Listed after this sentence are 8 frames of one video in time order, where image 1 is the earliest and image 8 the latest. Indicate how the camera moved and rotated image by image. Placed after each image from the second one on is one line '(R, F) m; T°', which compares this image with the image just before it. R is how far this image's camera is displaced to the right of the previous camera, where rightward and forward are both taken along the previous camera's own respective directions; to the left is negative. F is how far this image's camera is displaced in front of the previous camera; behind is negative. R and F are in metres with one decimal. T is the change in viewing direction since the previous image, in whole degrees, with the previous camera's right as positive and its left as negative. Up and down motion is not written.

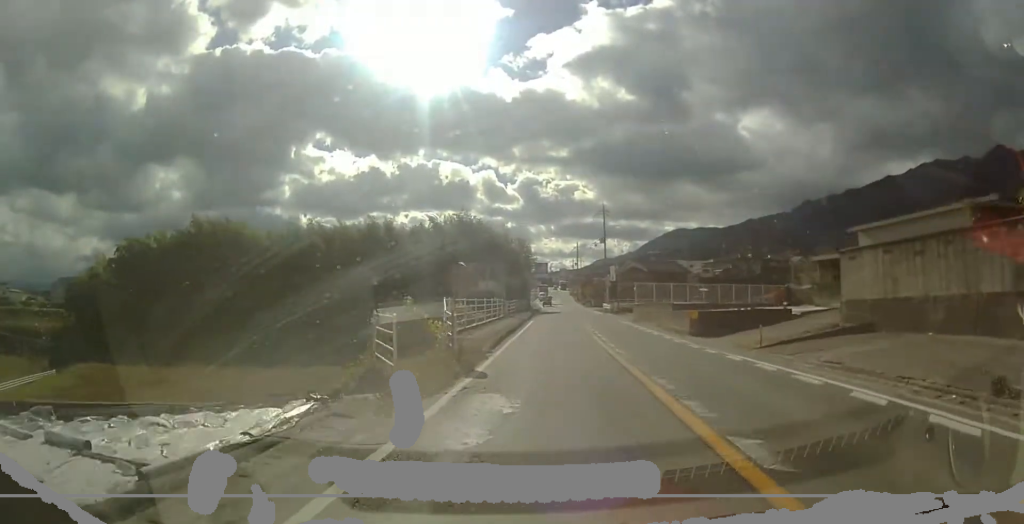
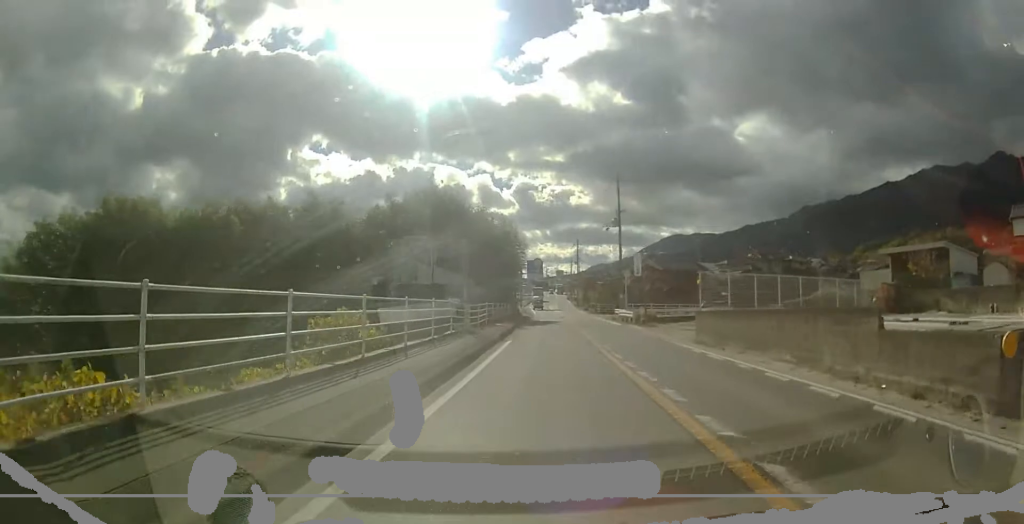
(0.0, +17.9) m; +1°
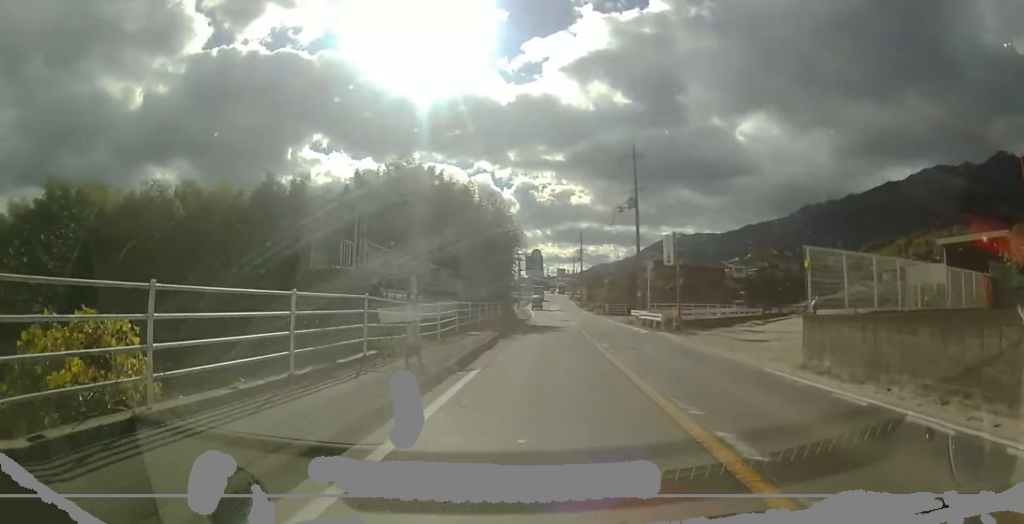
(+0.1, +9.0) m; +1°
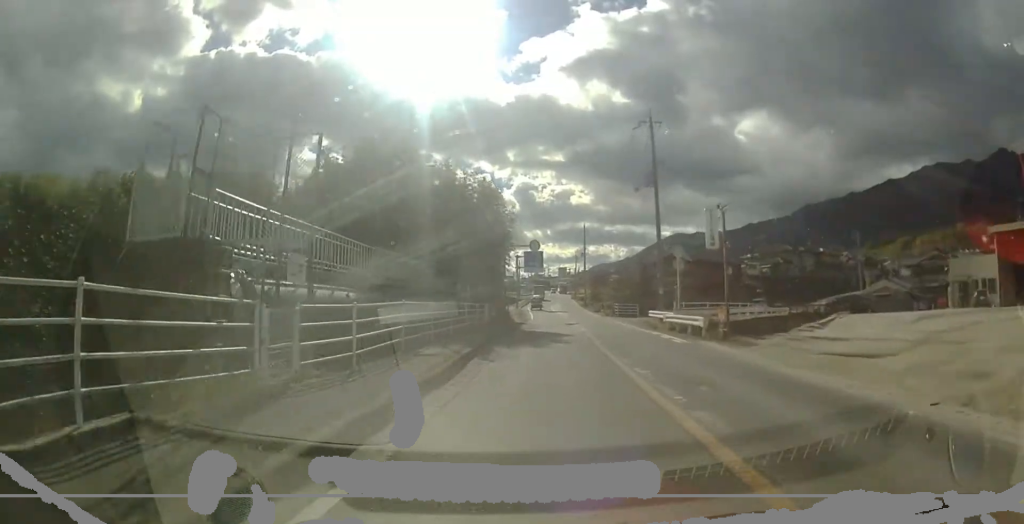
(0.0, +6.8) m; +1°
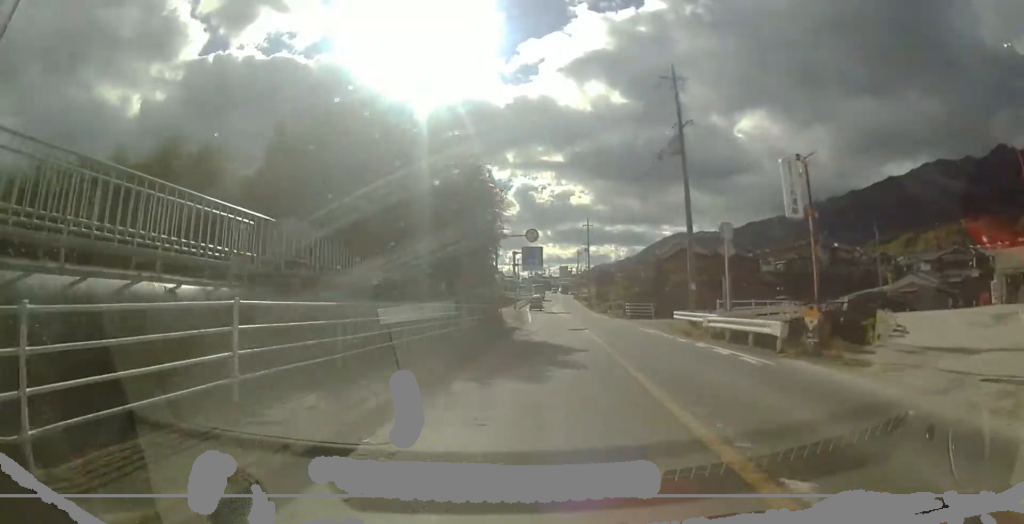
(-0.1, +6.6) m; +1°
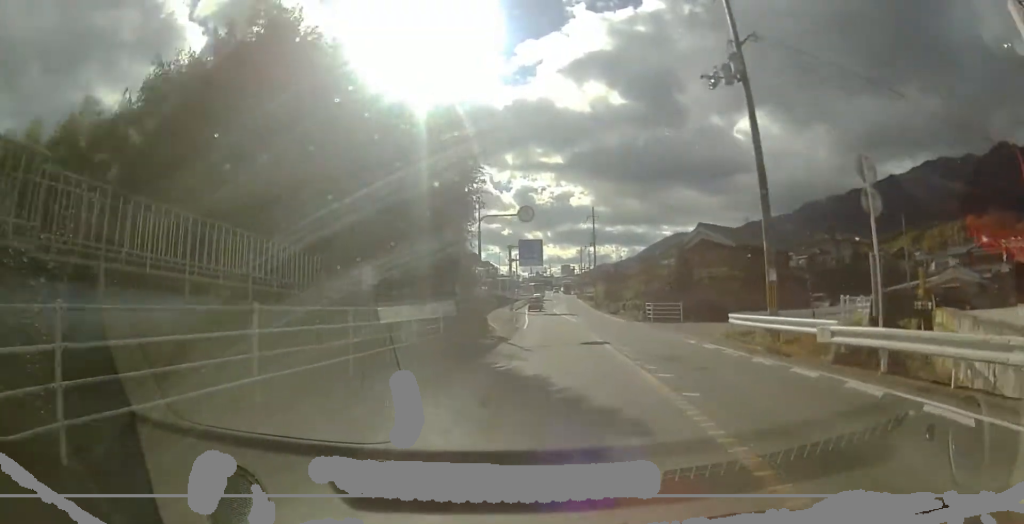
(+0.2, +9.0) m; 0°
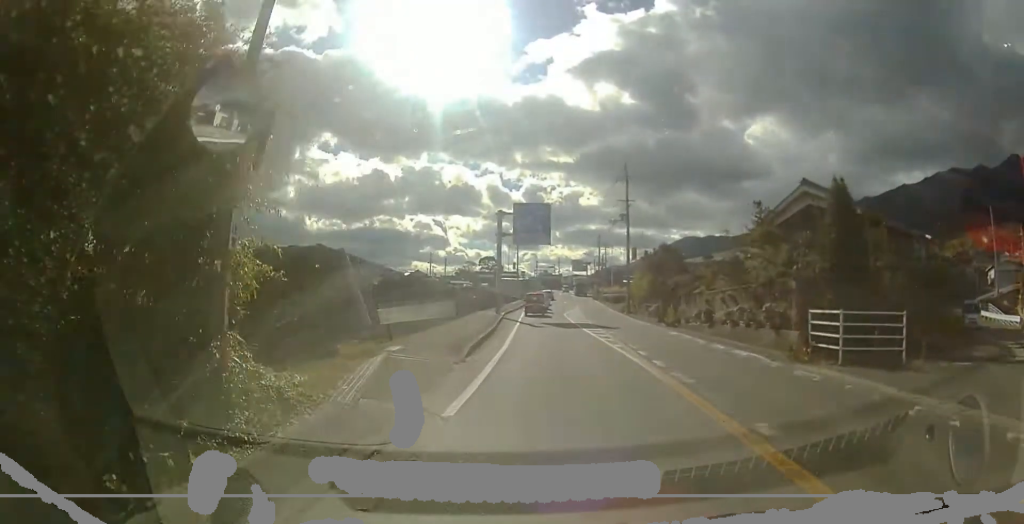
(-0.5, +23.2) m; -2°
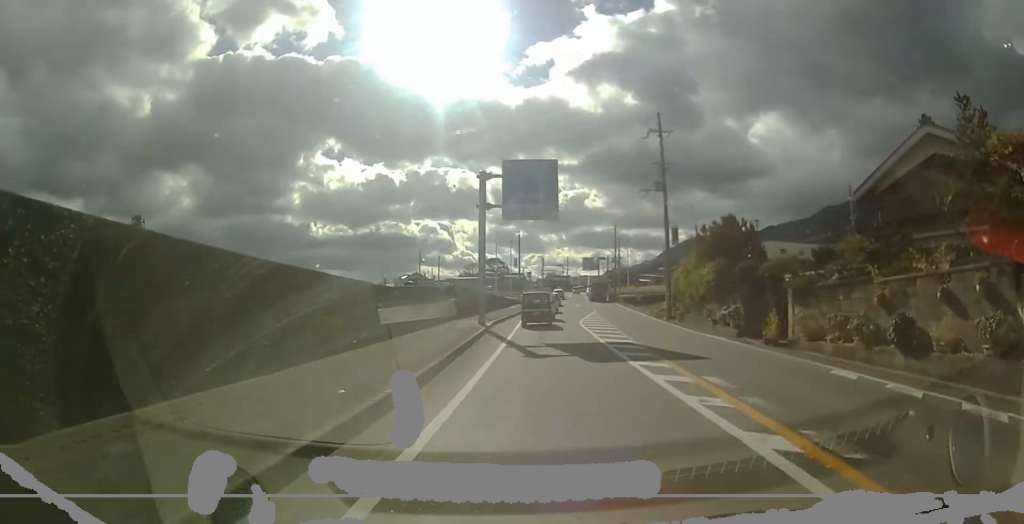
(0.0, +15.2) m; 0°
